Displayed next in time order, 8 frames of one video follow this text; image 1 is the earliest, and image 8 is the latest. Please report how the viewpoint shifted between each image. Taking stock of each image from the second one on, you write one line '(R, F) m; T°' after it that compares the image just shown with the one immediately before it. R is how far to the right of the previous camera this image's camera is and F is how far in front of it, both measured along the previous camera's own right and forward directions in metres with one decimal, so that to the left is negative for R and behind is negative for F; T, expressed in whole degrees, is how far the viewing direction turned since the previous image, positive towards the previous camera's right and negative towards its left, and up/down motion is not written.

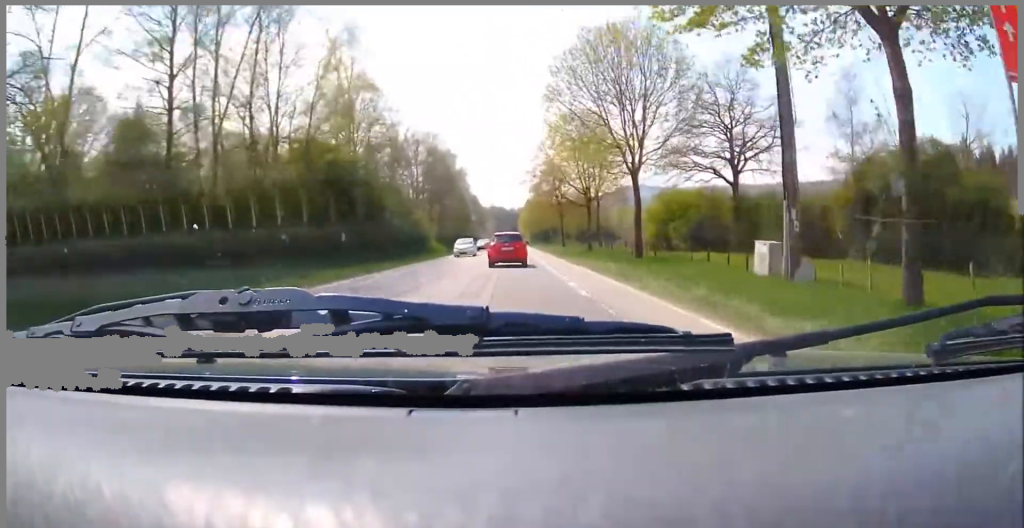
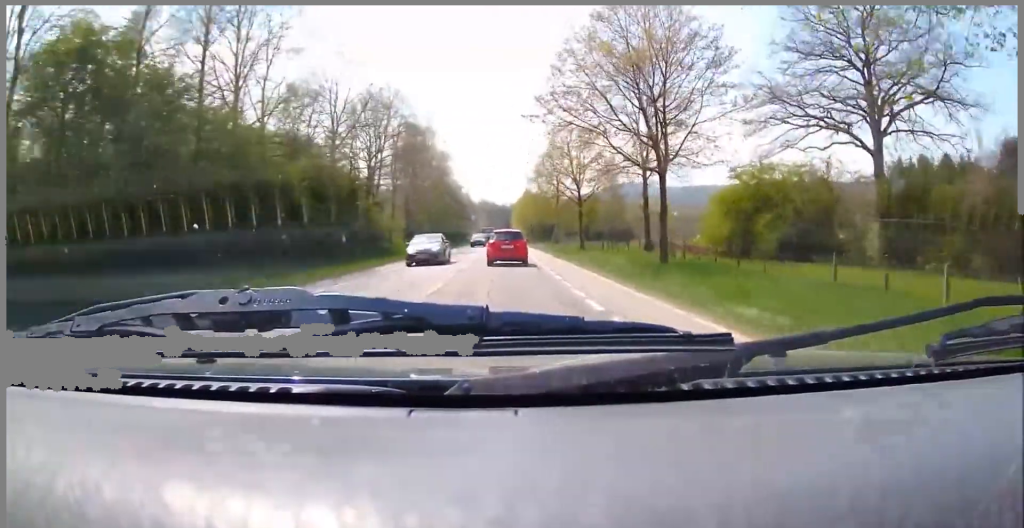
(-0.3, +24.4) m; -2°
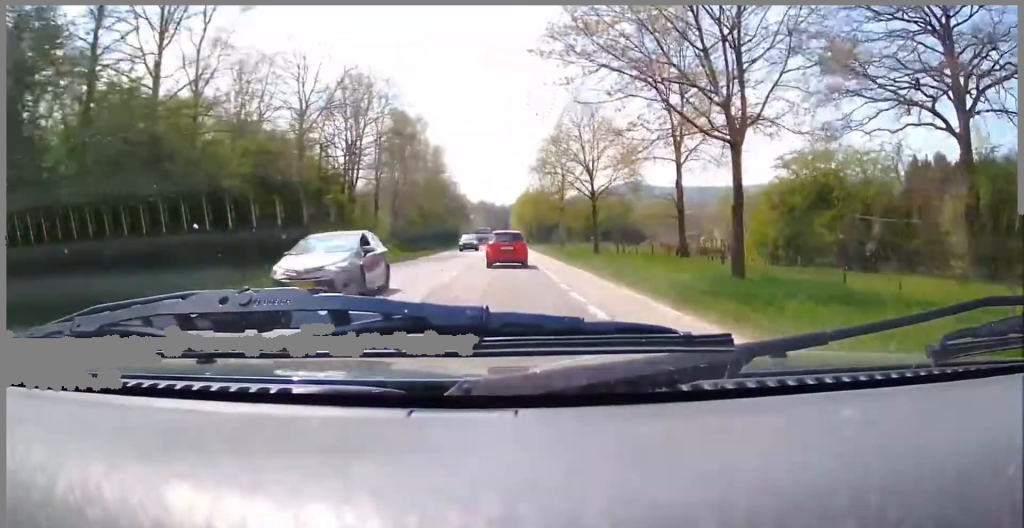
(0.0, +7.9) m; 0°
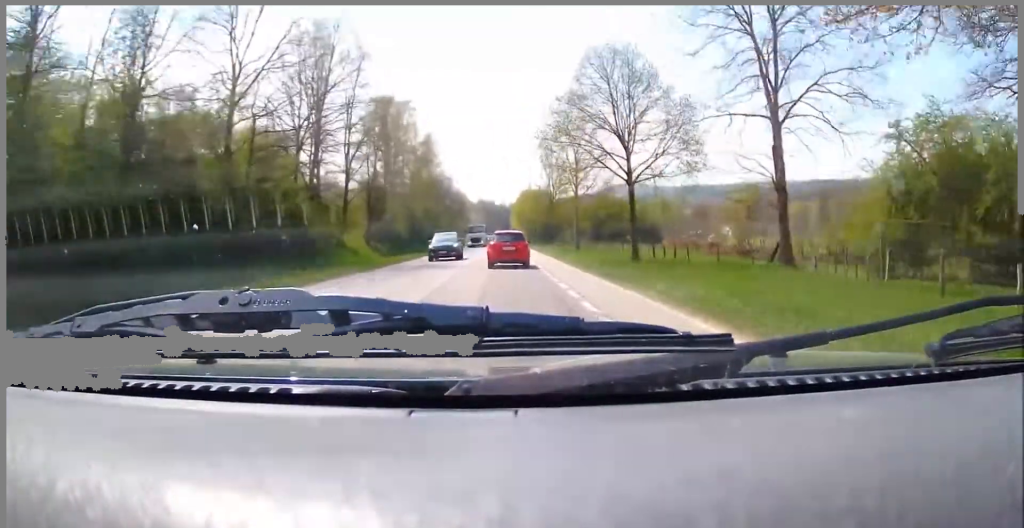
(+0.1, +11.4) m; +1°
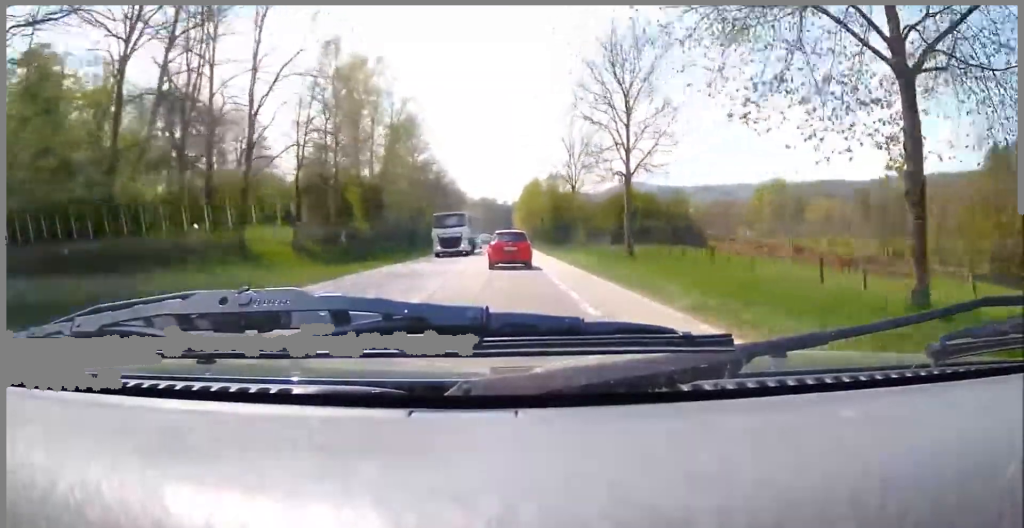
(+0.1, +19.2) m; 0°
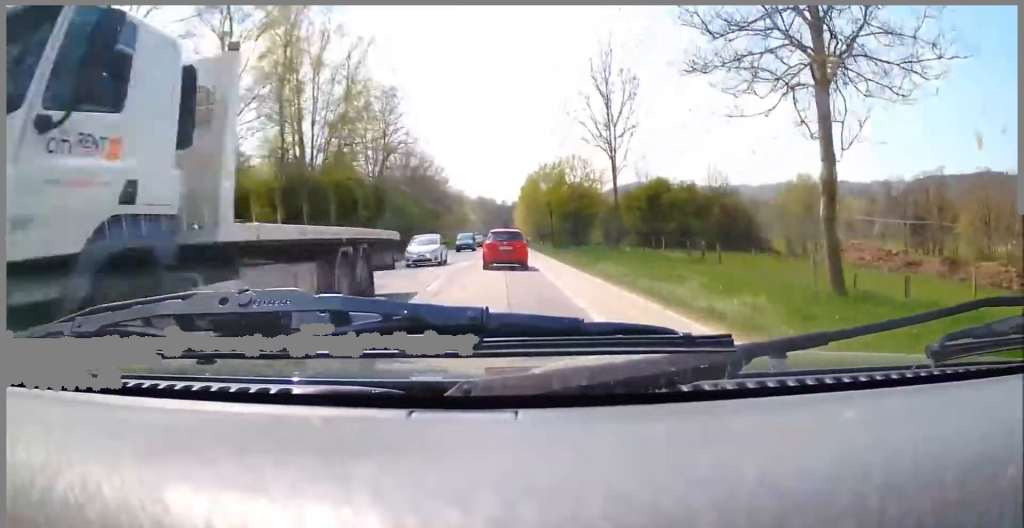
(-0.1, +17.8) m; +1°
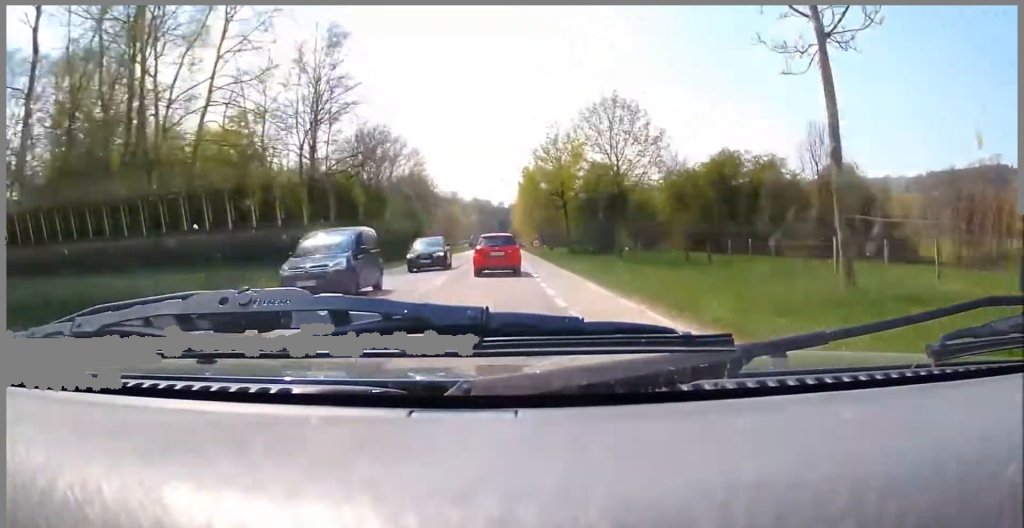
(+0.5, +20.5) m; +1°
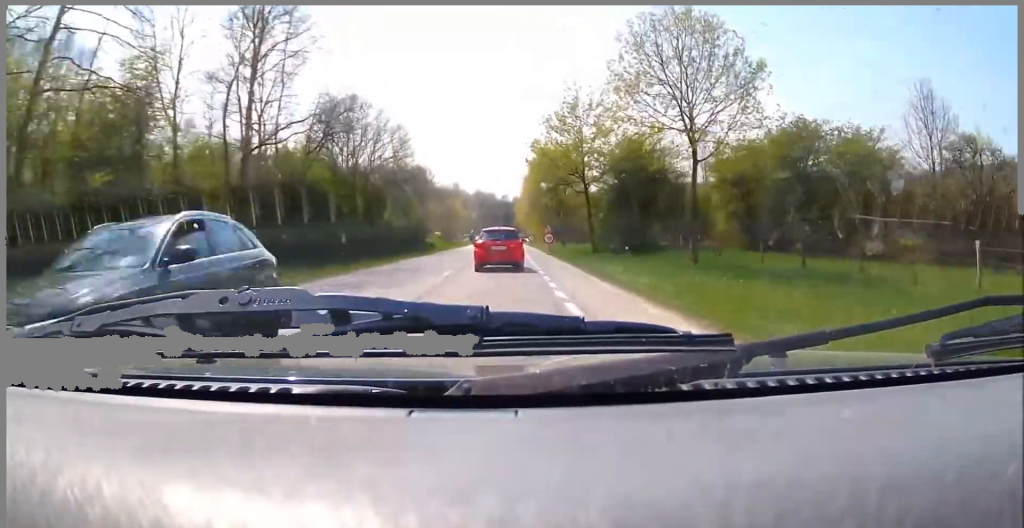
(-0.4, +11.1) m; -1°
